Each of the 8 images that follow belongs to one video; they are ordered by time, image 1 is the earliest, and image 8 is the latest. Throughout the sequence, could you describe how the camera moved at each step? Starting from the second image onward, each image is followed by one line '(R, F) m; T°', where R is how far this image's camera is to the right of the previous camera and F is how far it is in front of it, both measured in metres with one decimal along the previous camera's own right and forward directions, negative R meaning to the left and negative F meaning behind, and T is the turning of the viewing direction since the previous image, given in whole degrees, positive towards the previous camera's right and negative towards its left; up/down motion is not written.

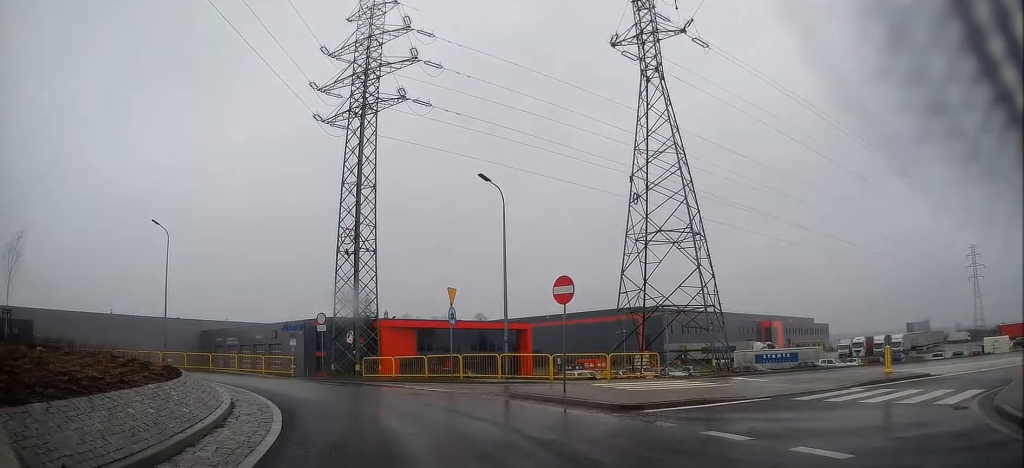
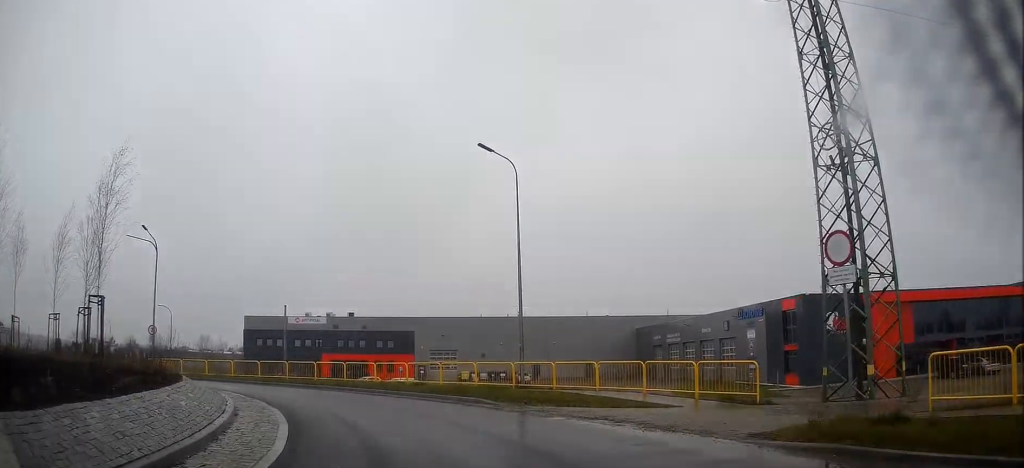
(-5.6, +20.5) m; -31°
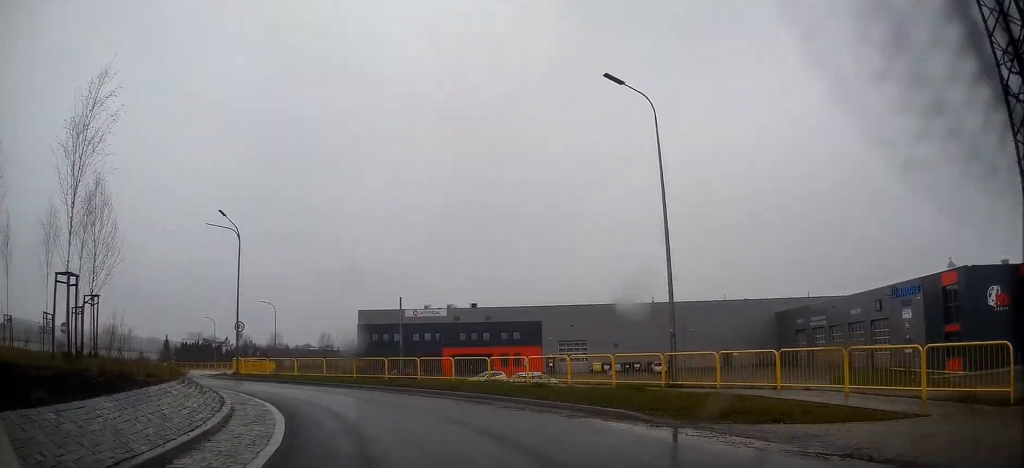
(-0.6, +6.1) m; -15°
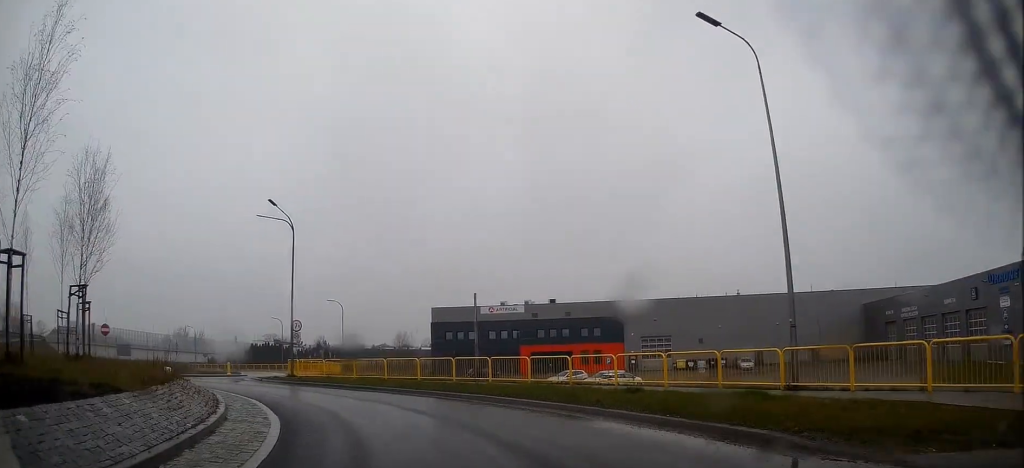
(+0.3, +3.7) m; -11°
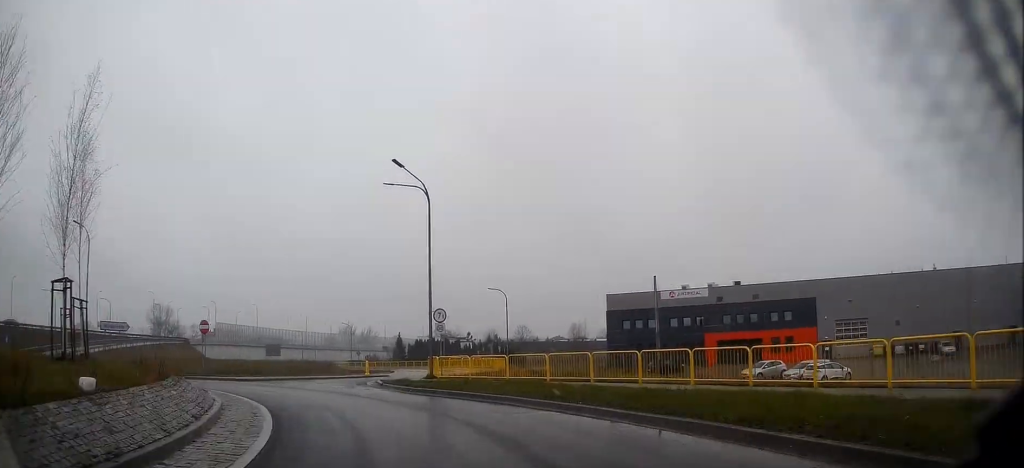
(-2.4, +7.6) m; -25°
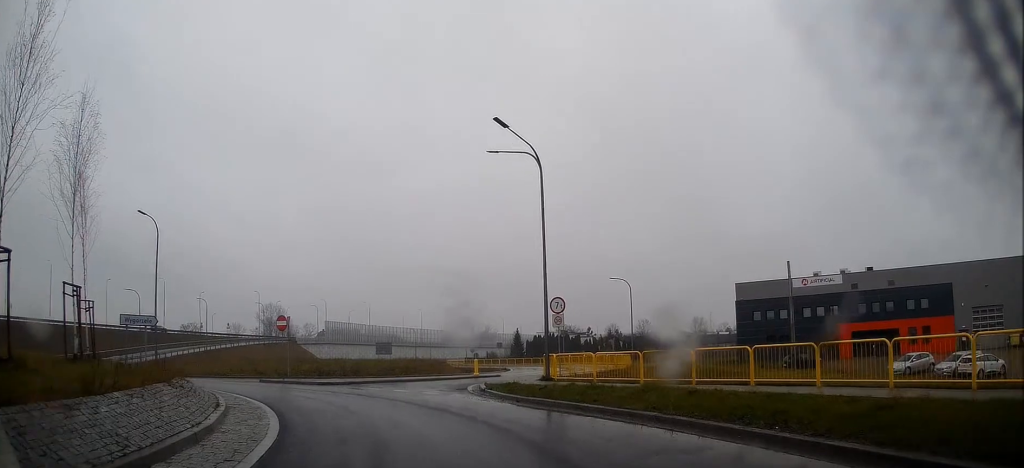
(-0.7, +5.5) m; -8°
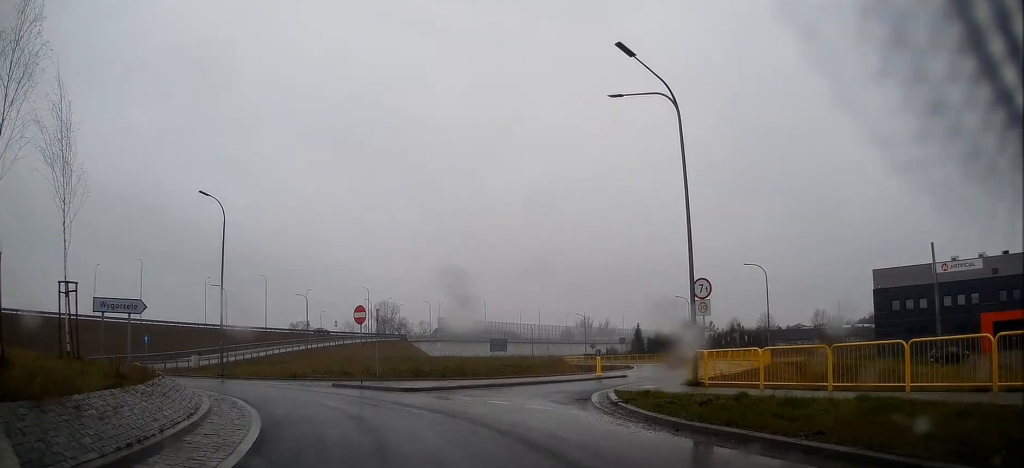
(-0.4, +6.1) m; -6°
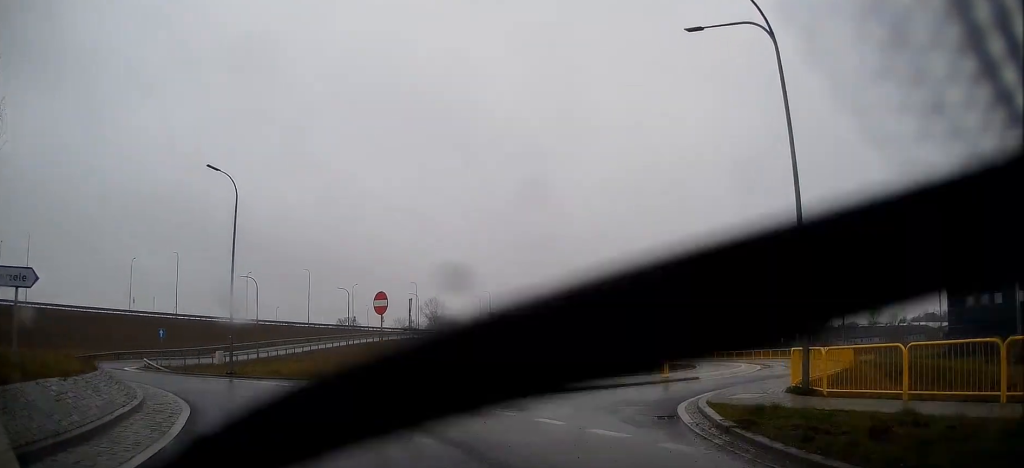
(-0.1, +5.1) m; -3°
